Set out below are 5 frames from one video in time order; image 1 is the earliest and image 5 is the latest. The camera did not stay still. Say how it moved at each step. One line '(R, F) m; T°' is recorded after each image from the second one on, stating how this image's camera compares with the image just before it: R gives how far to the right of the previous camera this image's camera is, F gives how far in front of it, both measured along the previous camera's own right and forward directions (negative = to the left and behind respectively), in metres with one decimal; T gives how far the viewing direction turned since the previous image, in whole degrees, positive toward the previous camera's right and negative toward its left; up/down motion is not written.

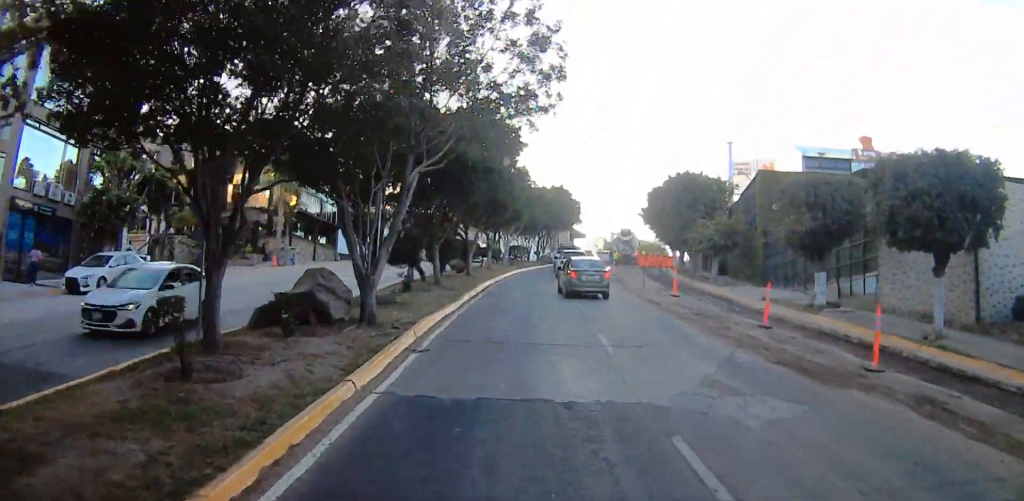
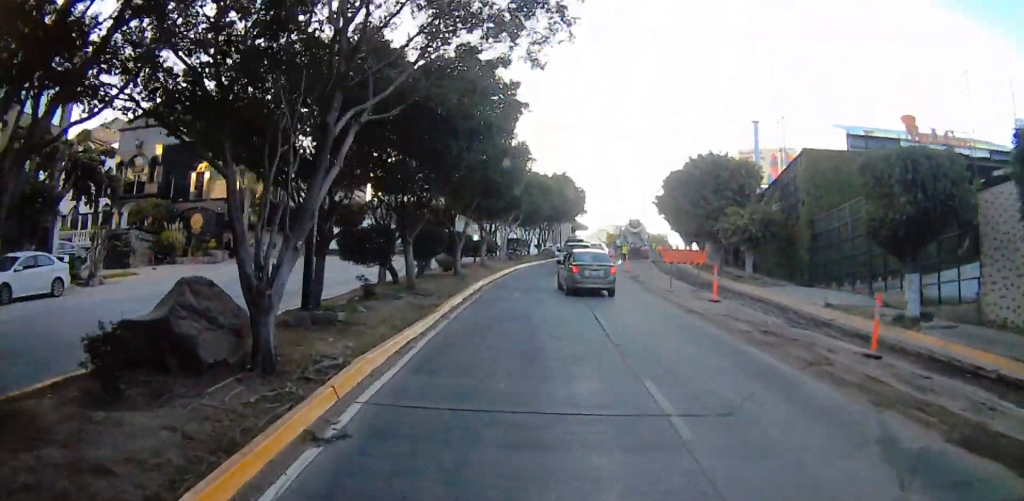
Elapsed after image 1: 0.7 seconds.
(-0.3, +4.9) m; -4°
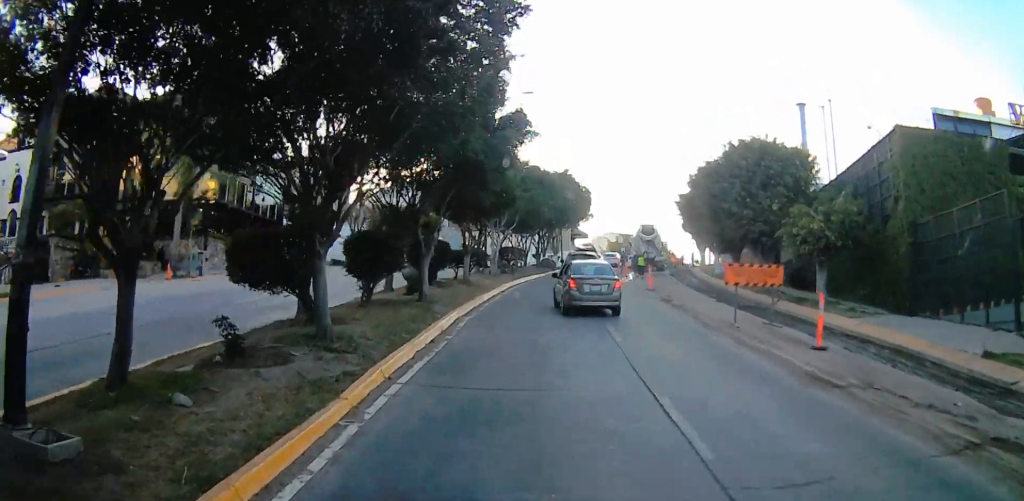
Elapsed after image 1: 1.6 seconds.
(-0.1, +6.8) m; -1°
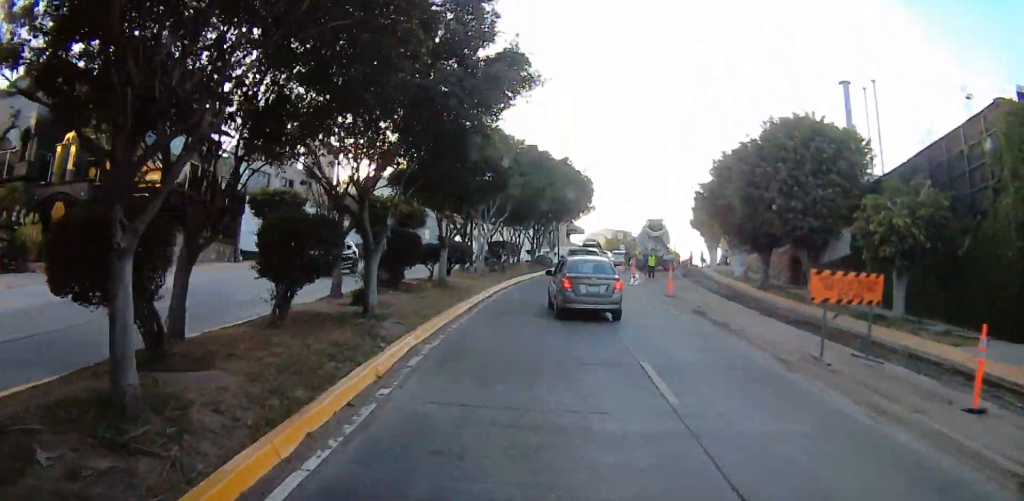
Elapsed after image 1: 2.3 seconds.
(0.0, +4.7) m; 0°
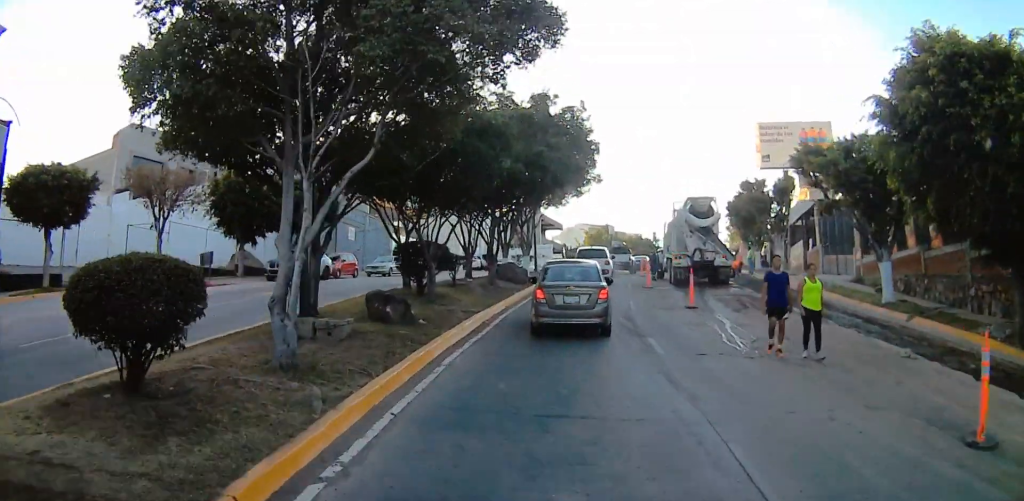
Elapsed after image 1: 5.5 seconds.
(0.0, +19.7) m; 0°
